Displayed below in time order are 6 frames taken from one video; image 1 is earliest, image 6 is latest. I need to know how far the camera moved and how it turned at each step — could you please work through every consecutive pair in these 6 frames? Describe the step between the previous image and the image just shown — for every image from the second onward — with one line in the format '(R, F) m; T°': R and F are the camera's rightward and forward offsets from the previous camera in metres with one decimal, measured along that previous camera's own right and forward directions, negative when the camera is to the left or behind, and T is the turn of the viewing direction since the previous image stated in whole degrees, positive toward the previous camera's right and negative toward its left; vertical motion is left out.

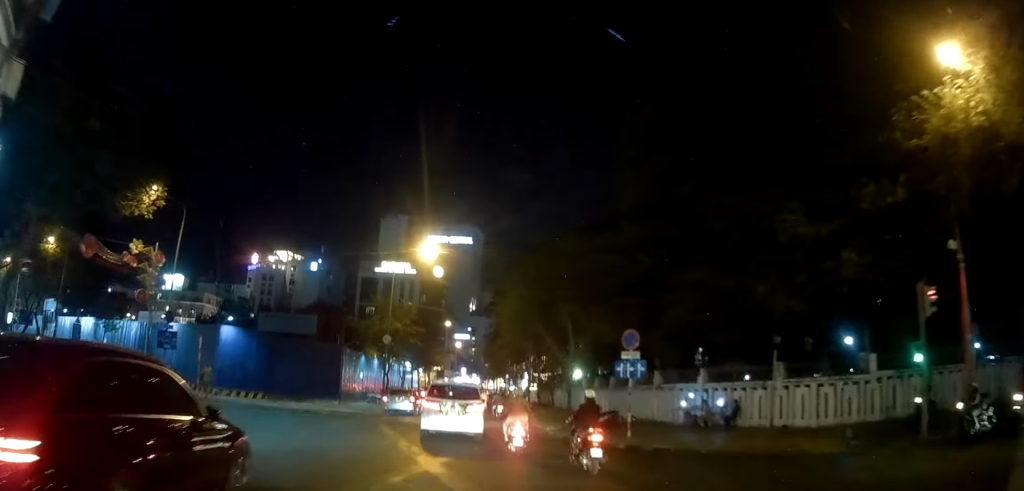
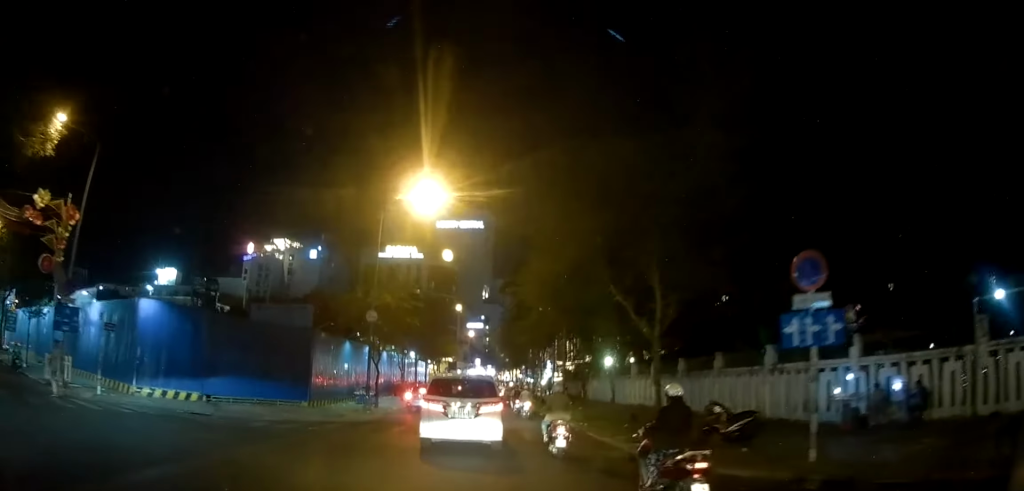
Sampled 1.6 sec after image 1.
(+0.2, +8.9) m; +1°
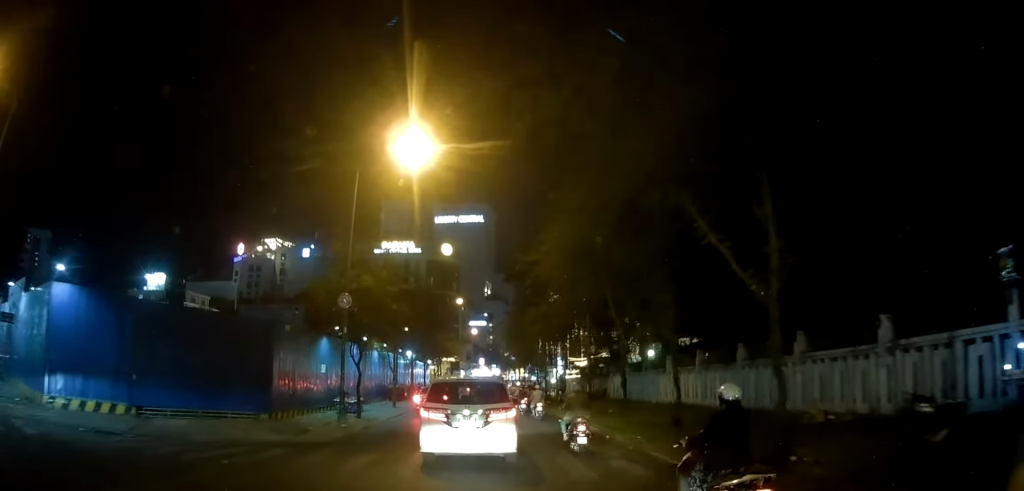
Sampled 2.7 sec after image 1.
(-0.2, +5.4) m; -6°
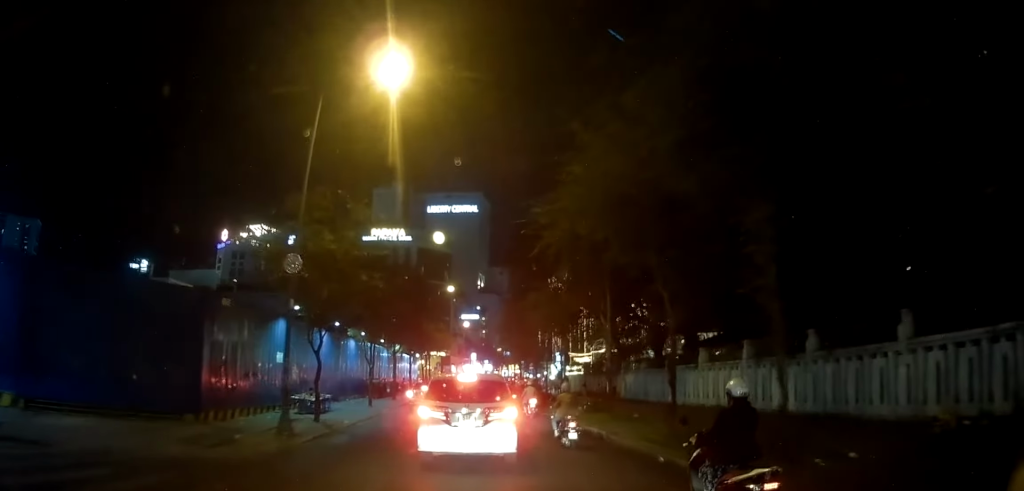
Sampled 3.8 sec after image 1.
(-0.3, +5.0) m; +2°
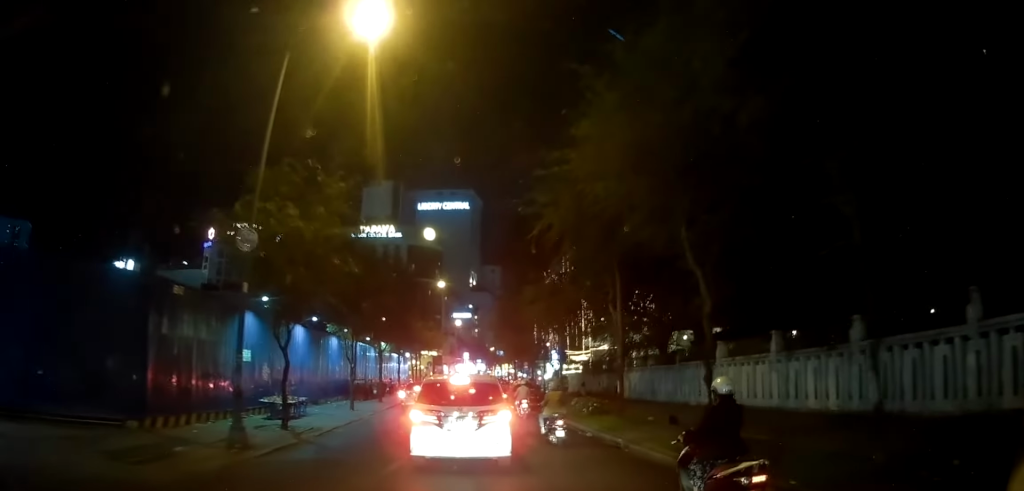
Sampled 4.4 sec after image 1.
(-0.1, +2.4) m; +6°
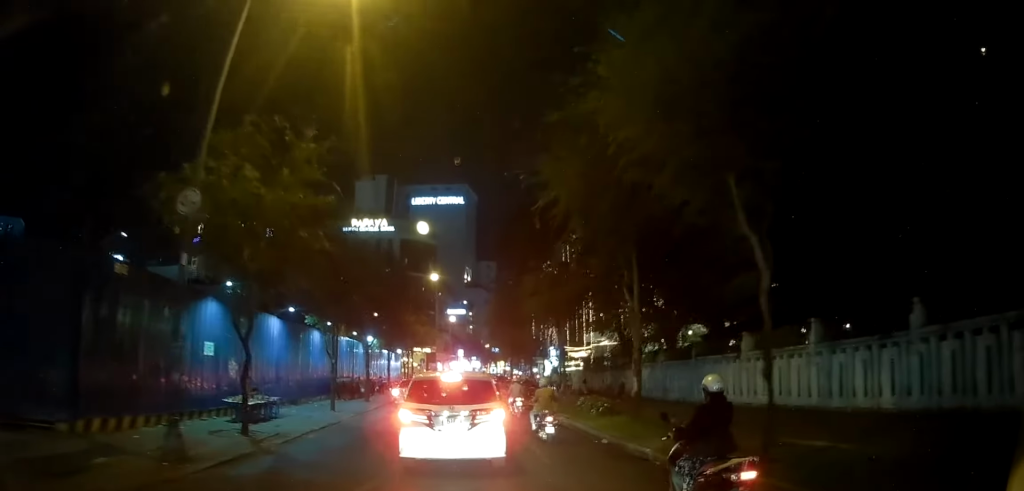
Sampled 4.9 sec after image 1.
(+0.3, +2.4) m; +5°
